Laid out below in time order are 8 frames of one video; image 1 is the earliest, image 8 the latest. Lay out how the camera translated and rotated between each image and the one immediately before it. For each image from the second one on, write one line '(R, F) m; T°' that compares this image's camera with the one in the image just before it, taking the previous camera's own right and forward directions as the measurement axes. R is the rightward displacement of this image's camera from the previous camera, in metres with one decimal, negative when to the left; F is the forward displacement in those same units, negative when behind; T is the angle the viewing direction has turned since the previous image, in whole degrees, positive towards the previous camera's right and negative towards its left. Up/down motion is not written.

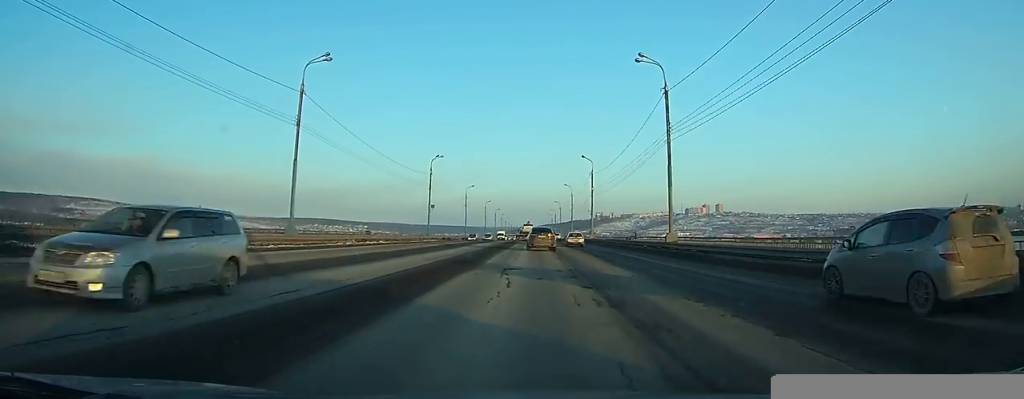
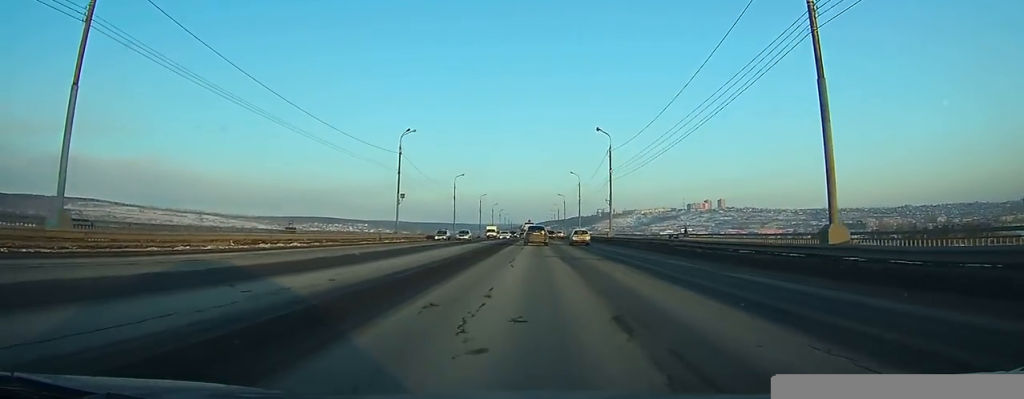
(0.0, +20.2) m; 0°
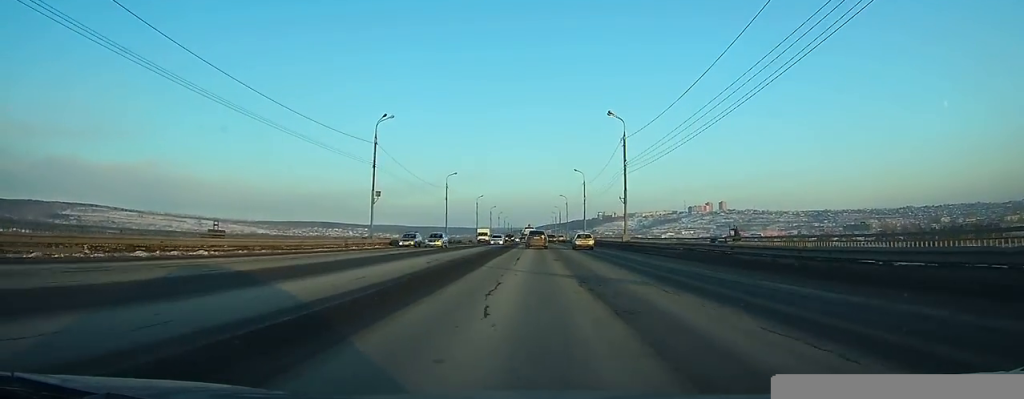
(0.0, +10.5) m; 0°
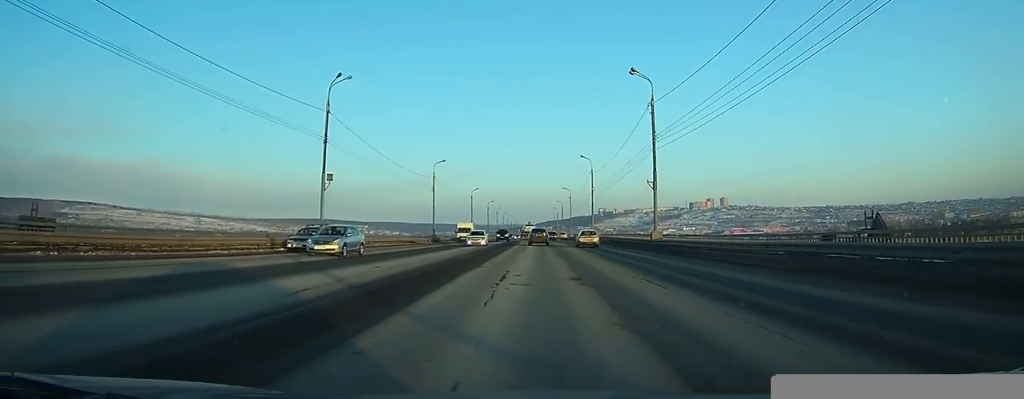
(0.0, +13.5) m; 0°
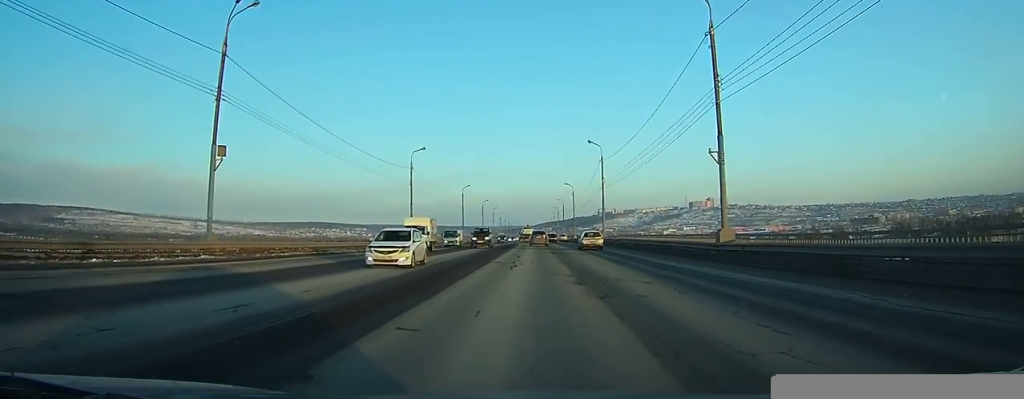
(0.0, +15.4) m; 0°
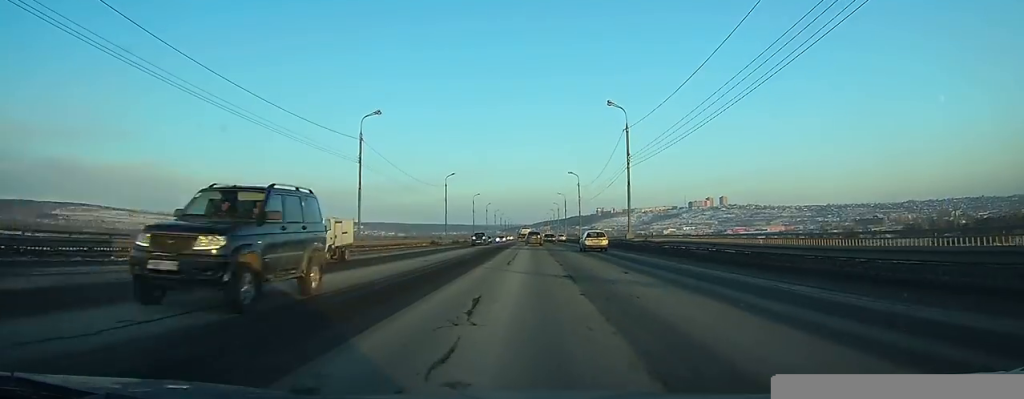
(0.0, +21.5) m; 0°
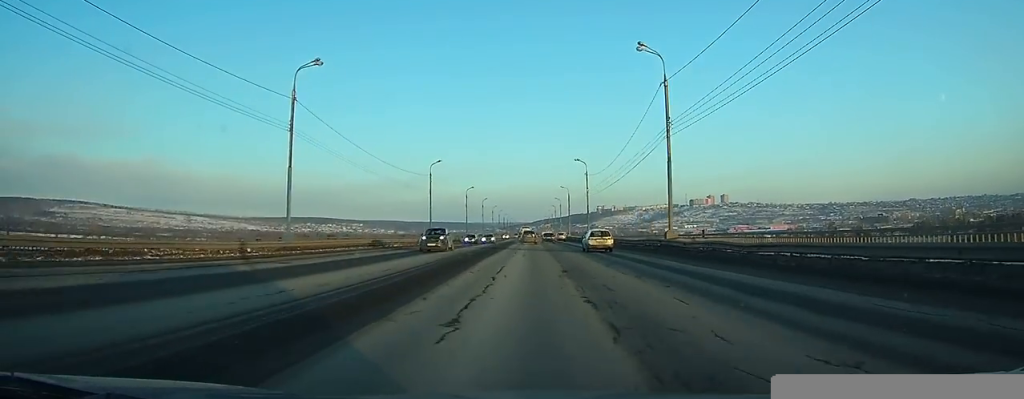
(0.0, +15.7) m; 0°
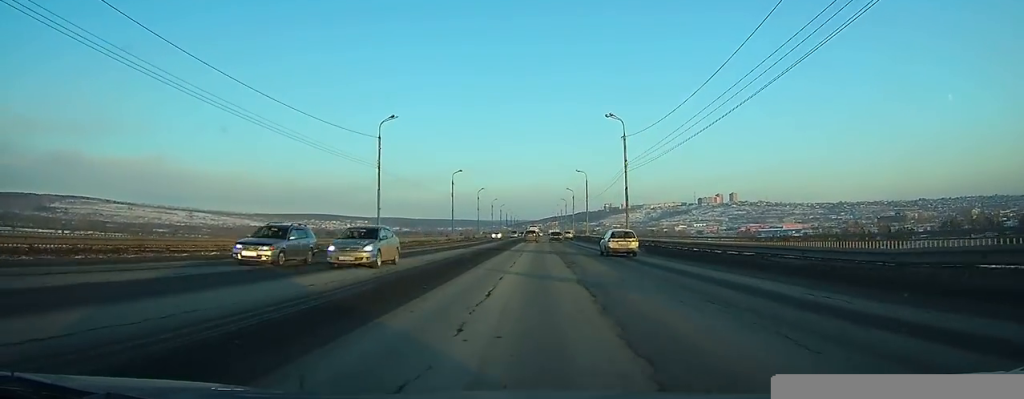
(0.0, +32.5) m; 0°
